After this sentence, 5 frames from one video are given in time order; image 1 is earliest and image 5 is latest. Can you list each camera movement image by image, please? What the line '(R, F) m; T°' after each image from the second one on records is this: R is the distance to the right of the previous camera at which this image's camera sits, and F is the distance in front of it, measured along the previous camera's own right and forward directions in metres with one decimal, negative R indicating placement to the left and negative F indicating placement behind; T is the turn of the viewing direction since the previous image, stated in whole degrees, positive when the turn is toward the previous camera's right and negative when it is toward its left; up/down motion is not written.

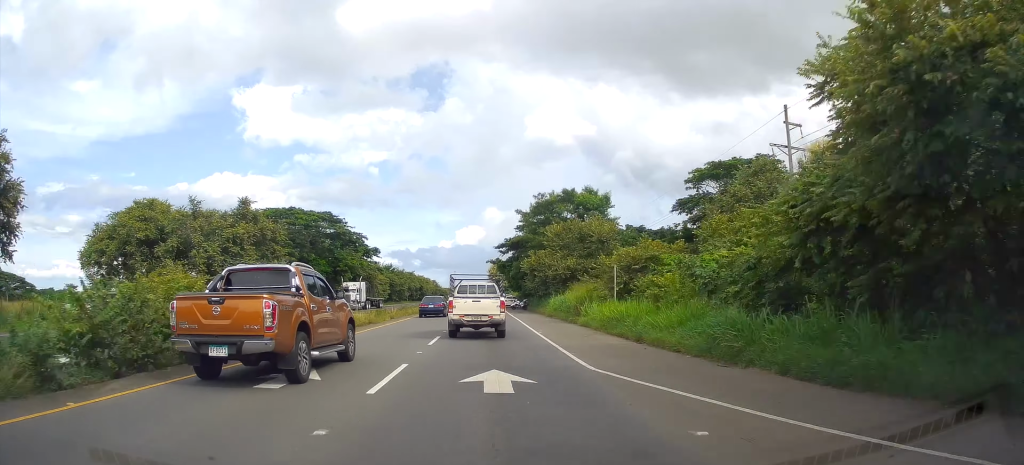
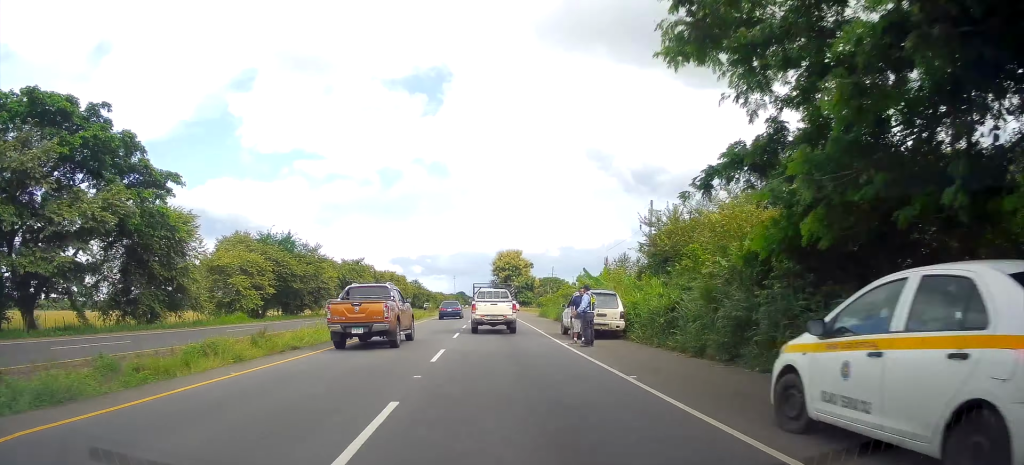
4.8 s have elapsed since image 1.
(-1.1, +69.5) m; 0°
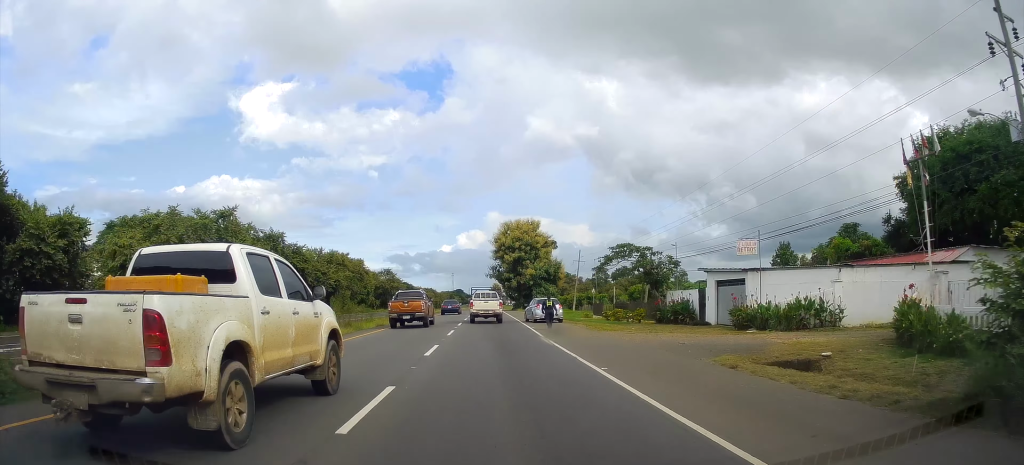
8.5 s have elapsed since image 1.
(-0.2, +49.1) m; -1°
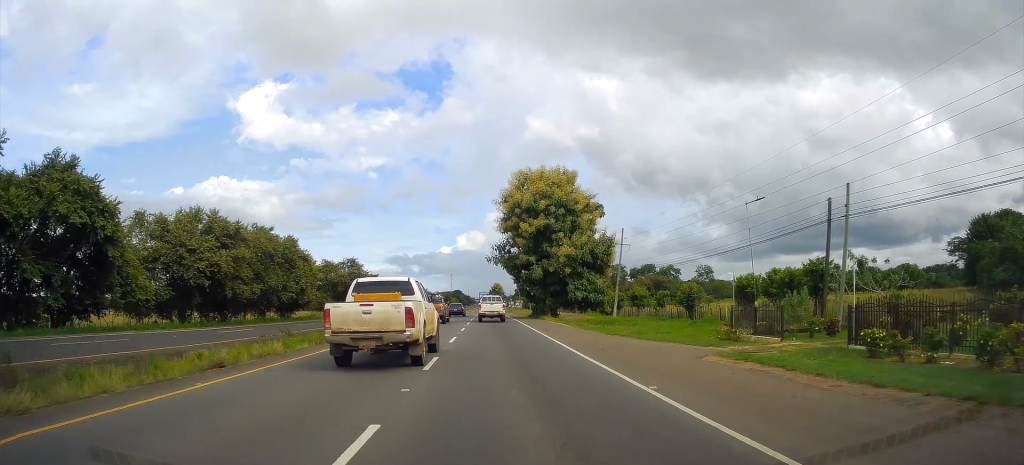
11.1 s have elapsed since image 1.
(+0.3, +35.1) m; 0°
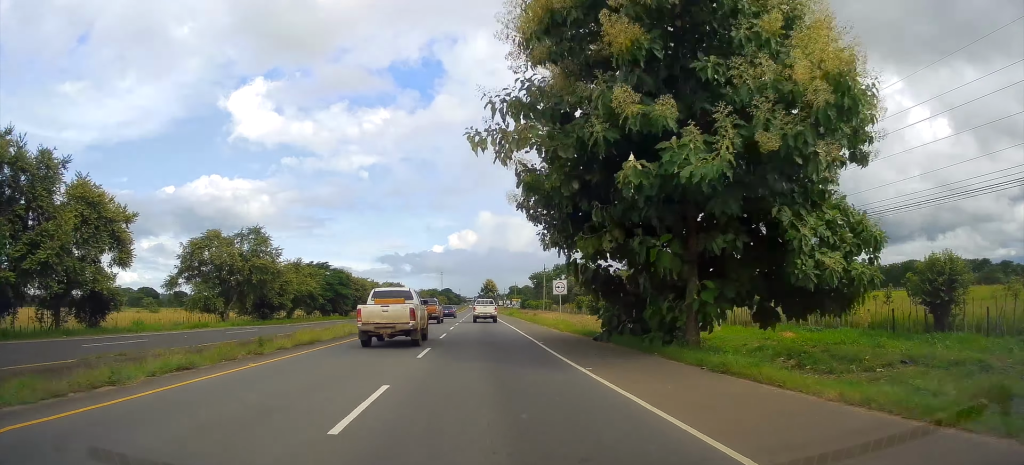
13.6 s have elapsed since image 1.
(-0.2, +36.4) m; +1°
